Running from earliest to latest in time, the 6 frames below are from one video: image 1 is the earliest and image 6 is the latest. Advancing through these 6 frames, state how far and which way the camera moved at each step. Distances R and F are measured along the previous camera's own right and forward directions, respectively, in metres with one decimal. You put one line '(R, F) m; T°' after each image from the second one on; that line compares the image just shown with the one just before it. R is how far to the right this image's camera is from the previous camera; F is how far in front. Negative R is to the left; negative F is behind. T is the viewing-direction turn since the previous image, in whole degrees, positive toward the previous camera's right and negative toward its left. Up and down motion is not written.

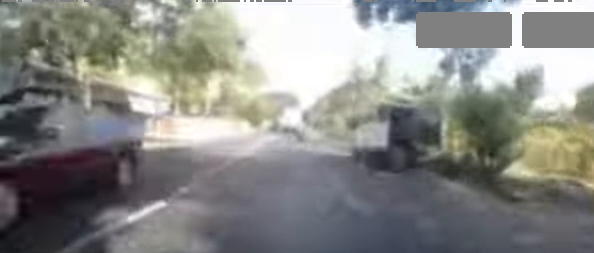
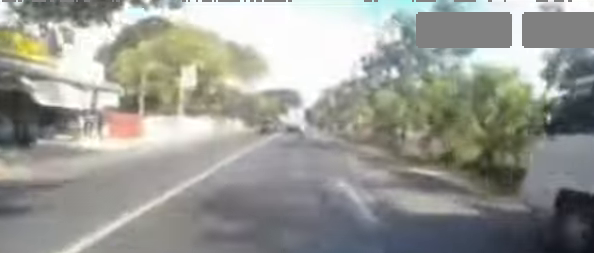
(0.0, +10.4) m; -1°
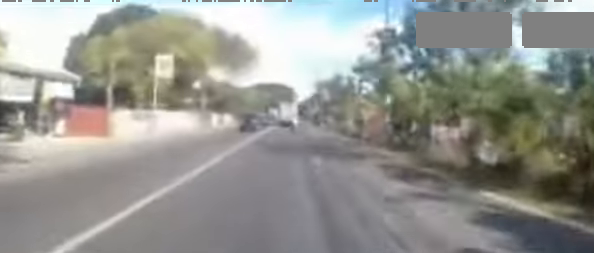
(+0.1, +4.2) m; -1°
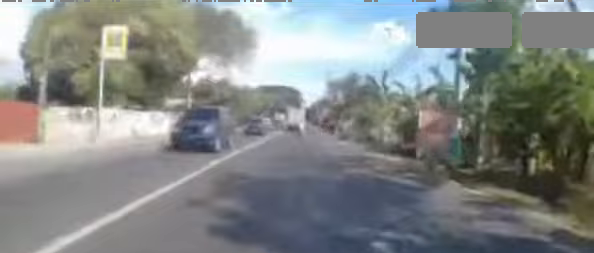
(-0.3, +8.3) m; -3°
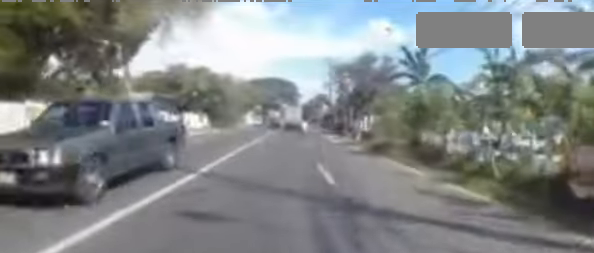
(-0.2, +11.2) m; -3°
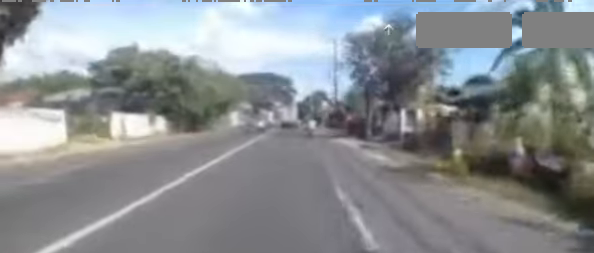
(-0.3, +11.6) m; +3°
